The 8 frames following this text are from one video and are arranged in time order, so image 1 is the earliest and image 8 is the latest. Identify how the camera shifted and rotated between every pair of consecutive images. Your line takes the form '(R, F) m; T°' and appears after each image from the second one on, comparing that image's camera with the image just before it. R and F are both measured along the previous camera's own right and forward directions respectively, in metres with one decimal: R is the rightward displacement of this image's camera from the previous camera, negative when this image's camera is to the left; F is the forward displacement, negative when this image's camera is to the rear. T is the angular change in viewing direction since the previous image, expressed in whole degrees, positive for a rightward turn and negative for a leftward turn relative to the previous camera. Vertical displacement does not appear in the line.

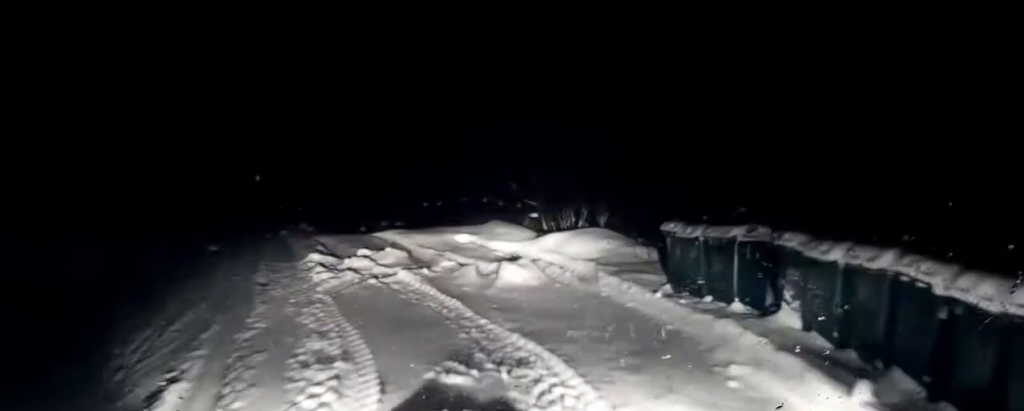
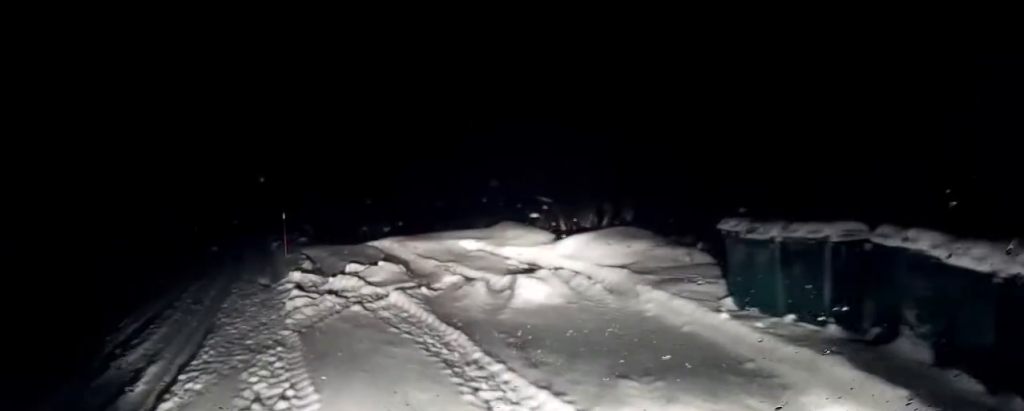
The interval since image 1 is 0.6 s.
(+0.1, +1.5) m; -5°
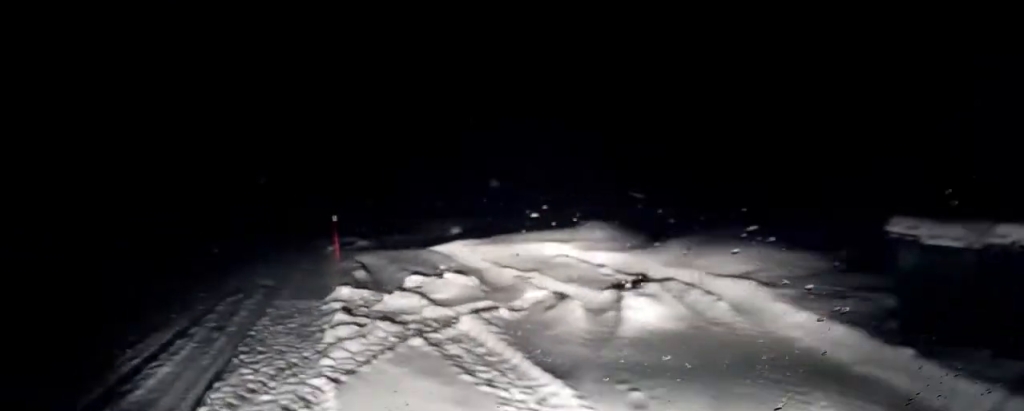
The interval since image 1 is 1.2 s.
(-0.2, +1.5) m; -13°
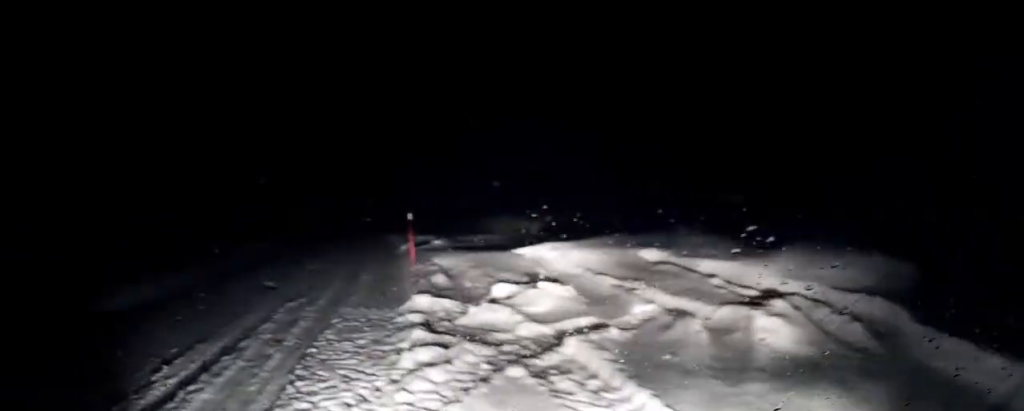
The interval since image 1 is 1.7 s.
(0.0, +1.1) m; -11°
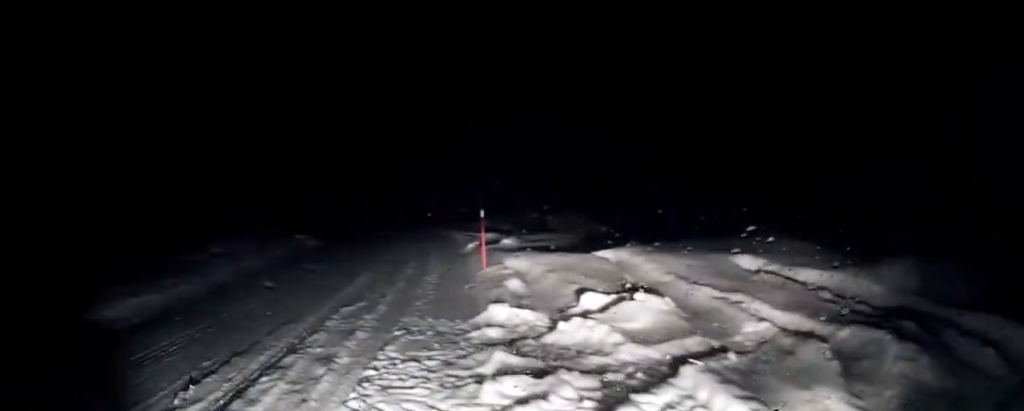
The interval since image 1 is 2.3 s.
(-0.2, +0.6) m; 0°
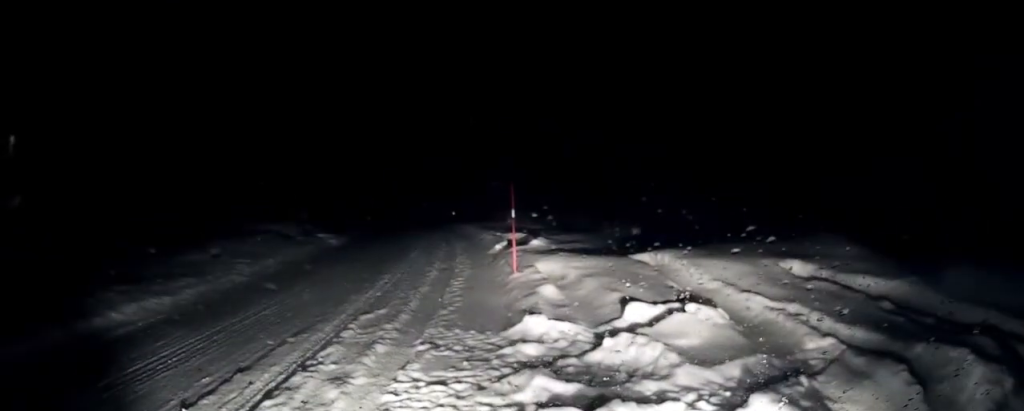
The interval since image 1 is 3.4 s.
(-0.3, +0.4) m; 0°
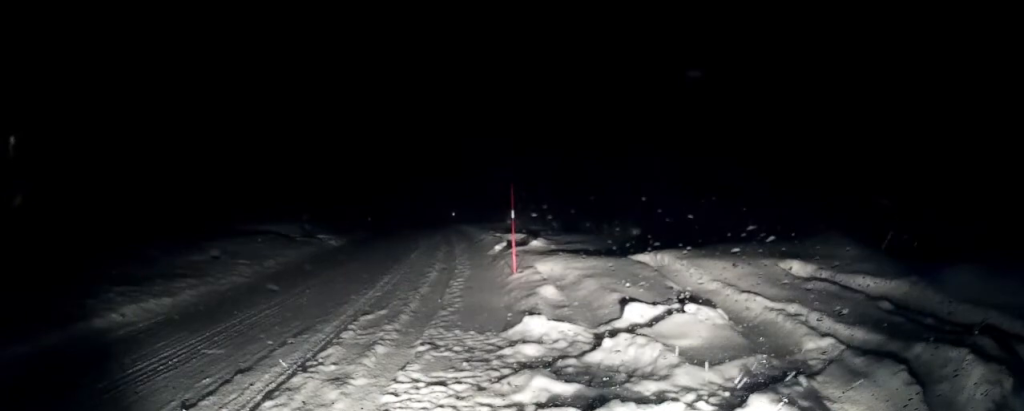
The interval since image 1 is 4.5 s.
(0.0, 0.0) m; 0°
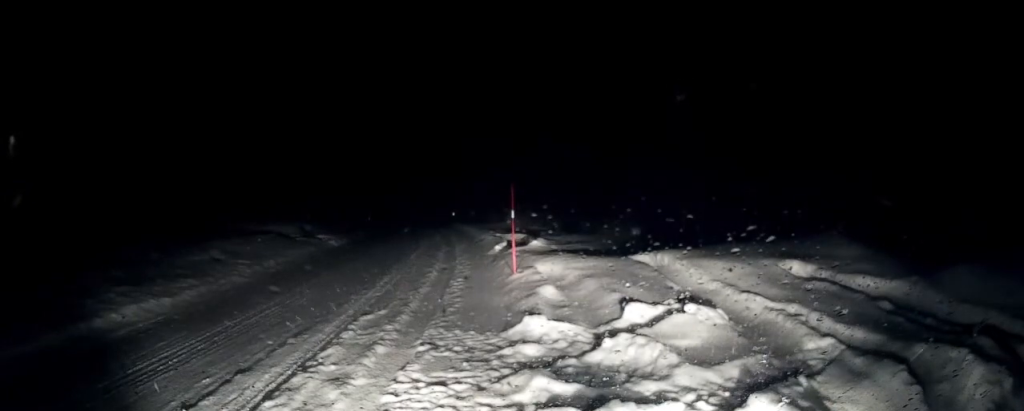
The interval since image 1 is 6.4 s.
(0.0, 0.0) m; 0°
